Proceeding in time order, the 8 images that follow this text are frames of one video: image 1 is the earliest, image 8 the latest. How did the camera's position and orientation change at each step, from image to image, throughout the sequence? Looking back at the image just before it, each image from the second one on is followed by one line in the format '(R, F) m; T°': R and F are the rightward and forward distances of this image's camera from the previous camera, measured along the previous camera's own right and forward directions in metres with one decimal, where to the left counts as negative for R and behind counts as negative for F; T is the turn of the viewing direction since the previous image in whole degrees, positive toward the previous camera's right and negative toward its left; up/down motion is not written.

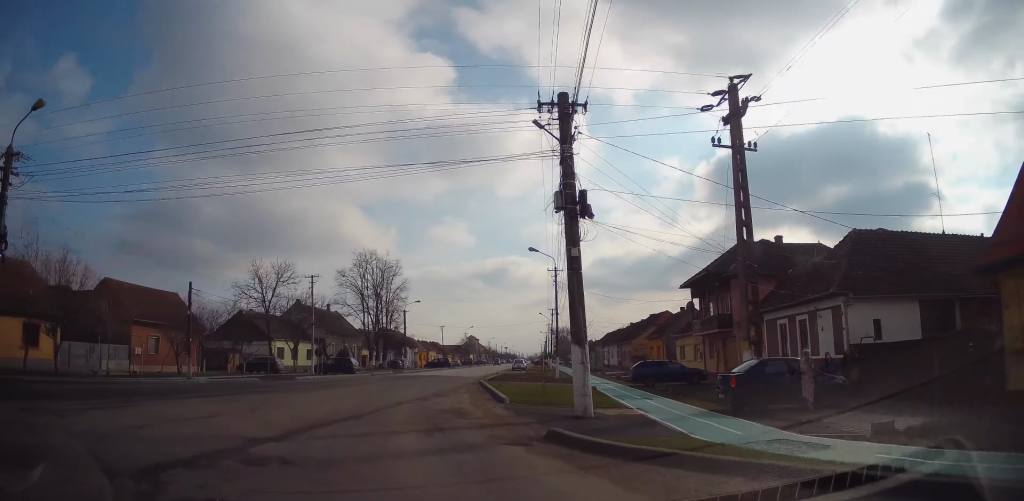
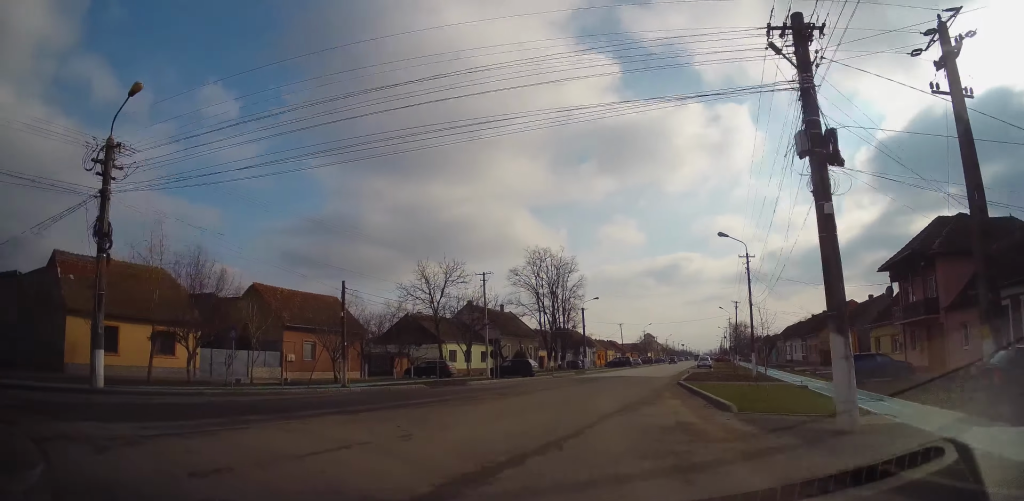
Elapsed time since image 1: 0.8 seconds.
(-0.7, +3.2) m; -19°
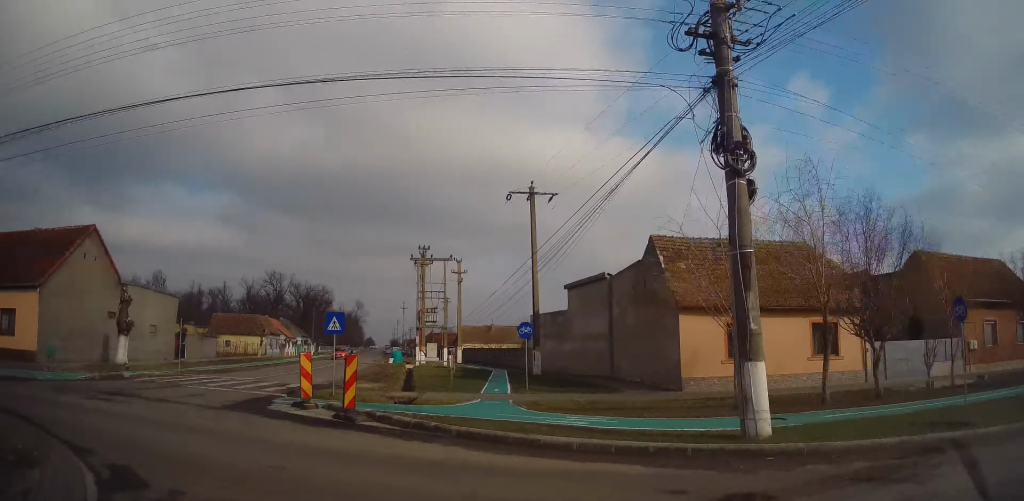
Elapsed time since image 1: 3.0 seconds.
(-5.1, +7.6) m; -69°
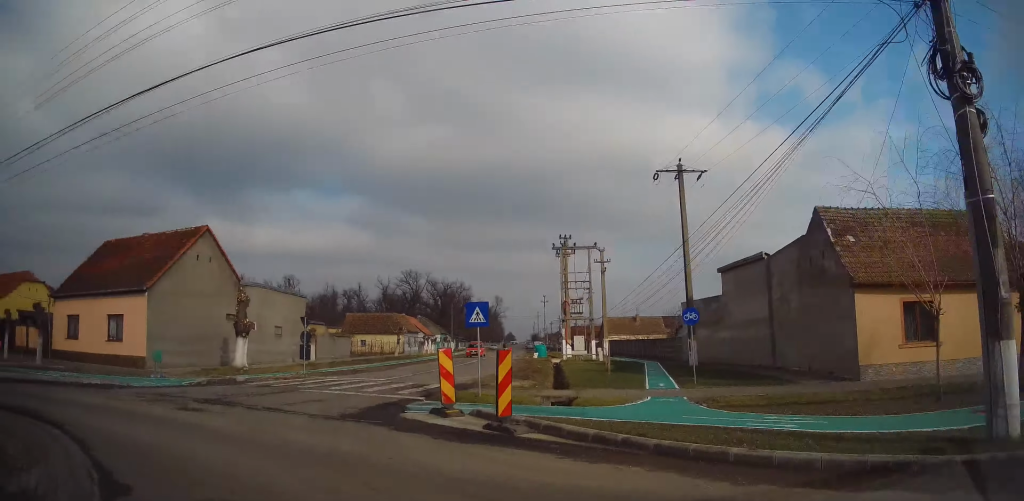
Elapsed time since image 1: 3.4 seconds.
(-0.5, +2.4) m; -11°
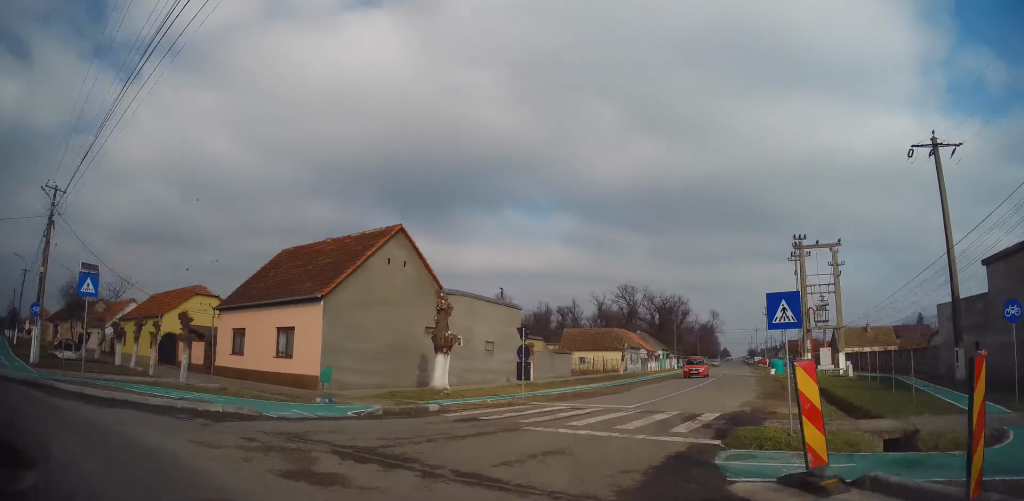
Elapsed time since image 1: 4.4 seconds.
(-1.0, +4.9) m; -11°
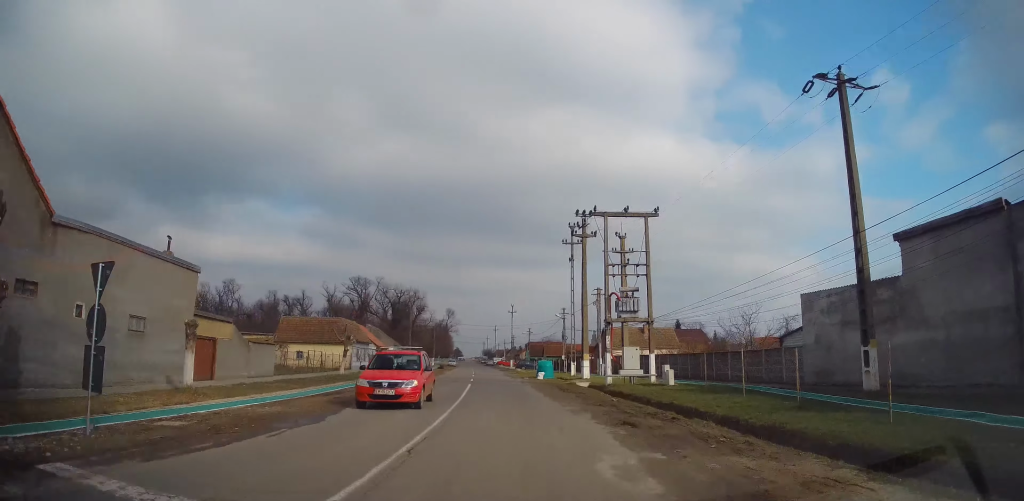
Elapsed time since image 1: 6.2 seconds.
(+1.8, +11.1) m; +23°
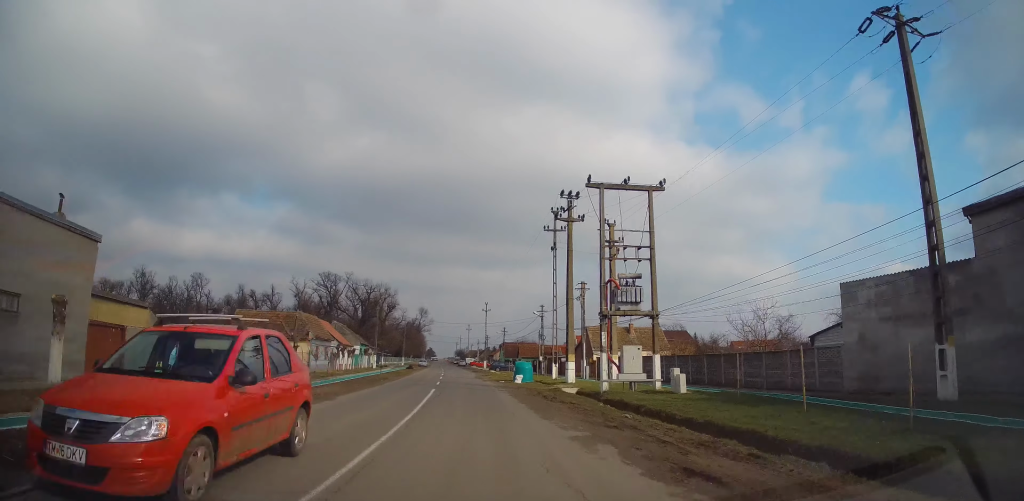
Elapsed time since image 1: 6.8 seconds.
(+0.4, +4.9) m; +3°
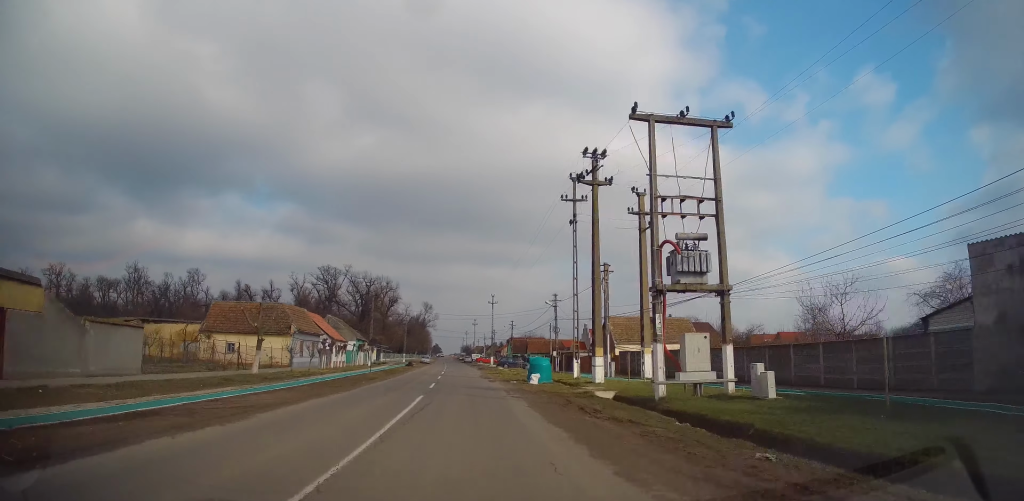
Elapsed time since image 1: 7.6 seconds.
(0.0, +6.2) m; -1°
